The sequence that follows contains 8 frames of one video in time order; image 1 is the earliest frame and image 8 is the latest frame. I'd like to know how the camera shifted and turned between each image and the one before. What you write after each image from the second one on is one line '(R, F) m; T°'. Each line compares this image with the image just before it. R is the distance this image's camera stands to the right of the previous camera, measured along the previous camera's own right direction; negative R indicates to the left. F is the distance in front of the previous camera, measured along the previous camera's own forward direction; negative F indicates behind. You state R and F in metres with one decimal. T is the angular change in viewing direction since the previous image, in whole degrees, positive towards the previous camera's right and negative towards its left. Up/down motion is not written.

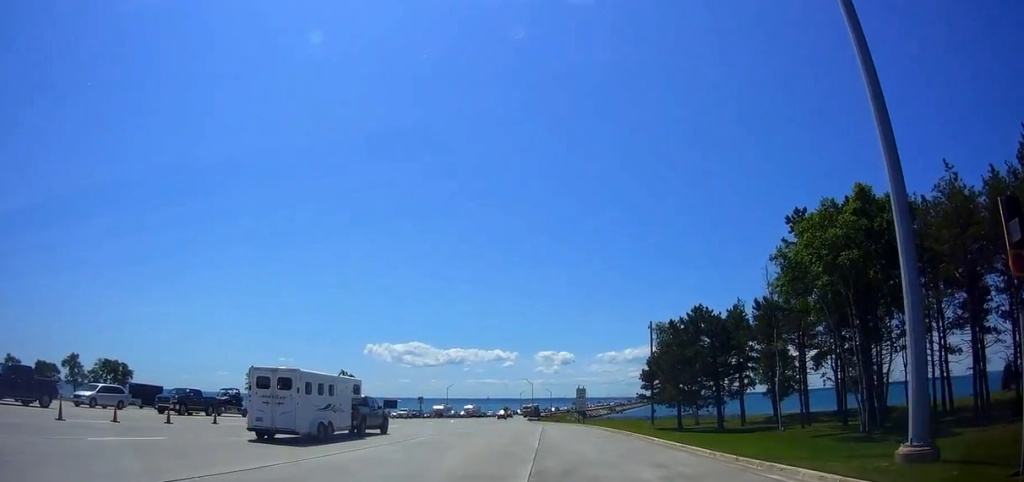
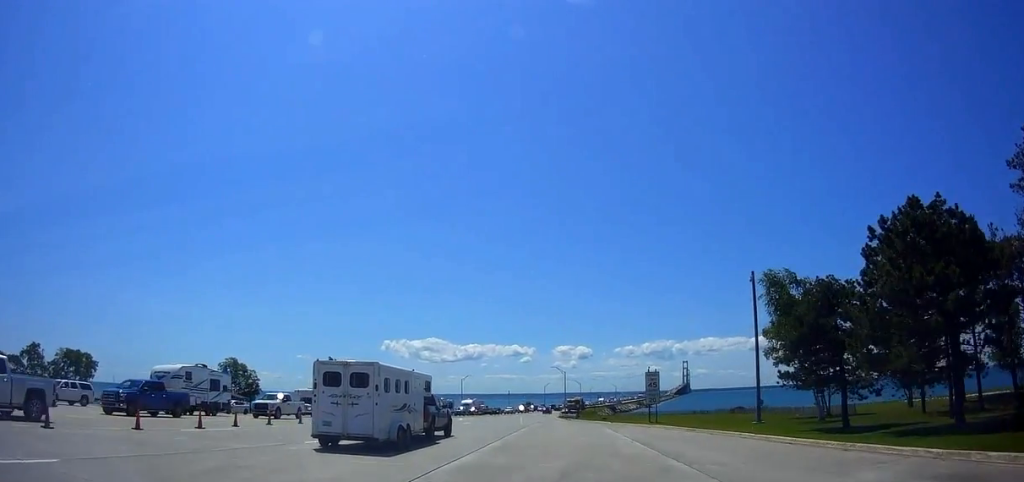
(-0.9, +22.9) m; -2°
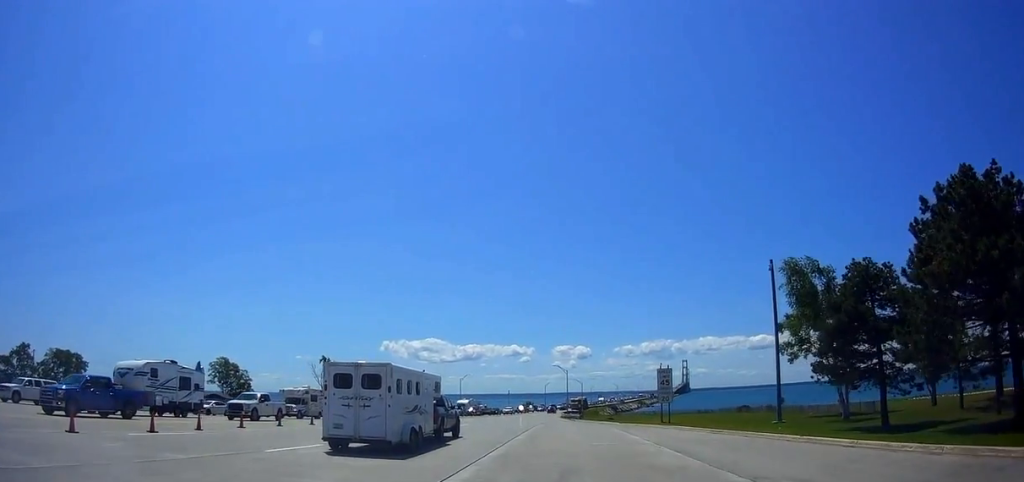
(0.0, +3.8) m; +2°
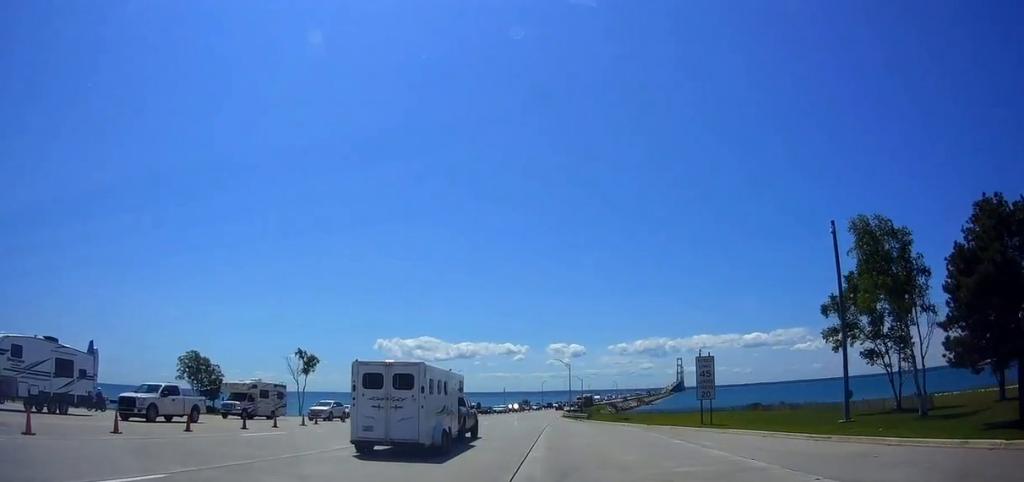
(+0.4, +10.3) m; 0°
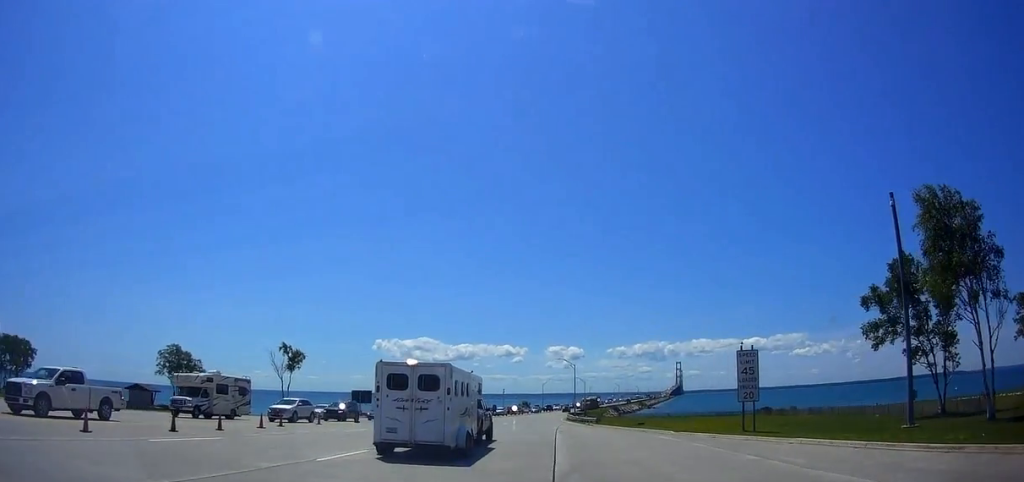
(-0.3, +6.6) m; -2°
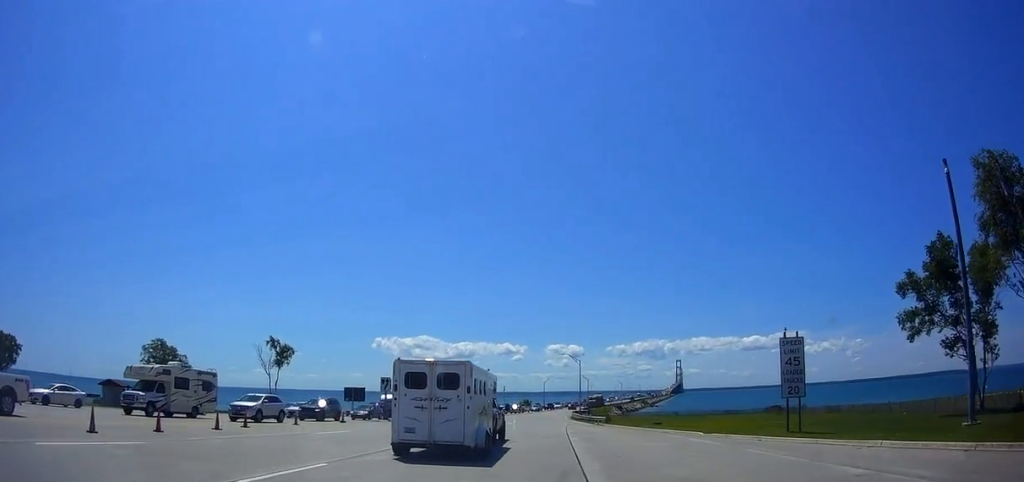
(0.0, +4.9) m; -1°
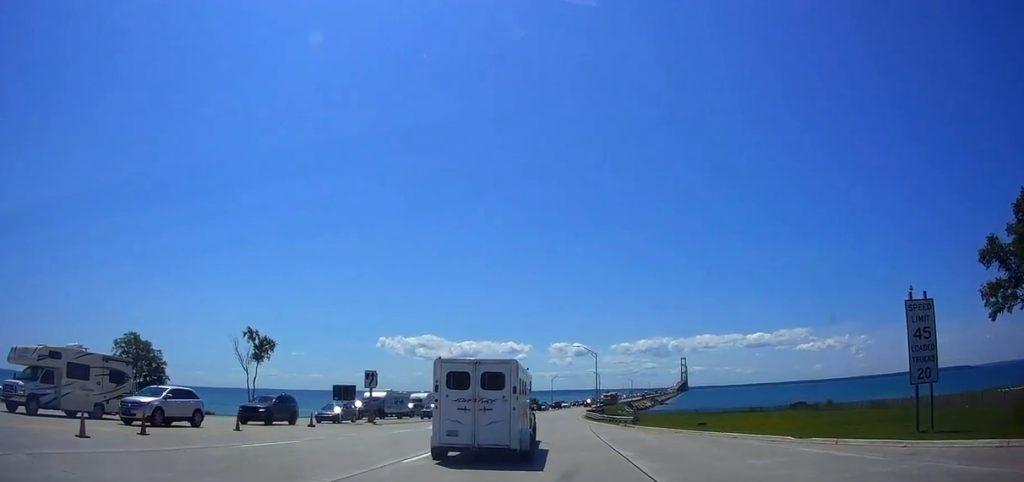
(0.0, +8.7) m; 0°
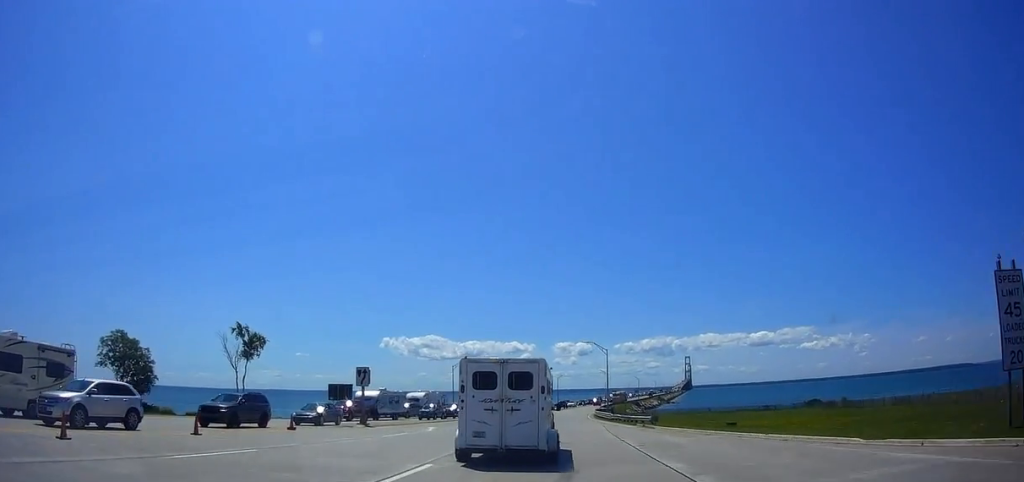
(0.0, +4.2) m; 0°
